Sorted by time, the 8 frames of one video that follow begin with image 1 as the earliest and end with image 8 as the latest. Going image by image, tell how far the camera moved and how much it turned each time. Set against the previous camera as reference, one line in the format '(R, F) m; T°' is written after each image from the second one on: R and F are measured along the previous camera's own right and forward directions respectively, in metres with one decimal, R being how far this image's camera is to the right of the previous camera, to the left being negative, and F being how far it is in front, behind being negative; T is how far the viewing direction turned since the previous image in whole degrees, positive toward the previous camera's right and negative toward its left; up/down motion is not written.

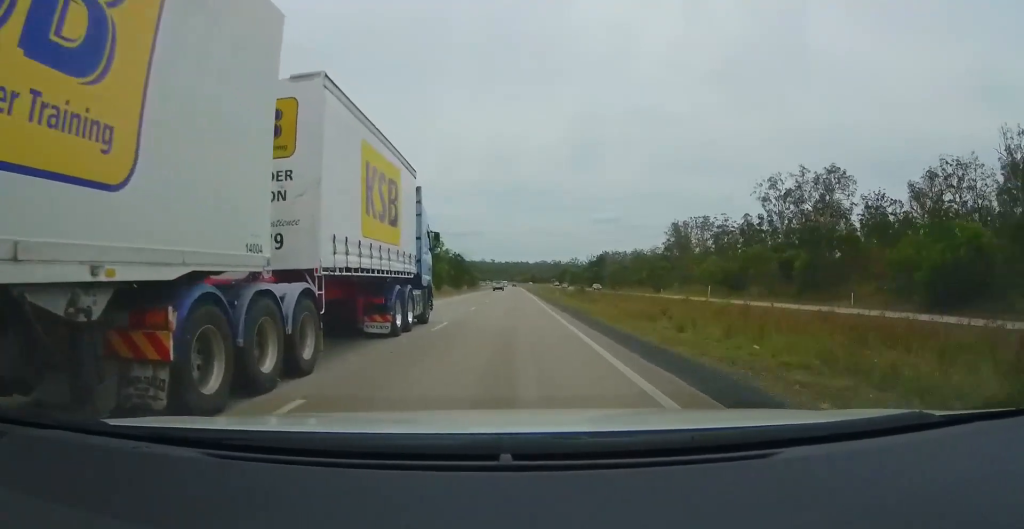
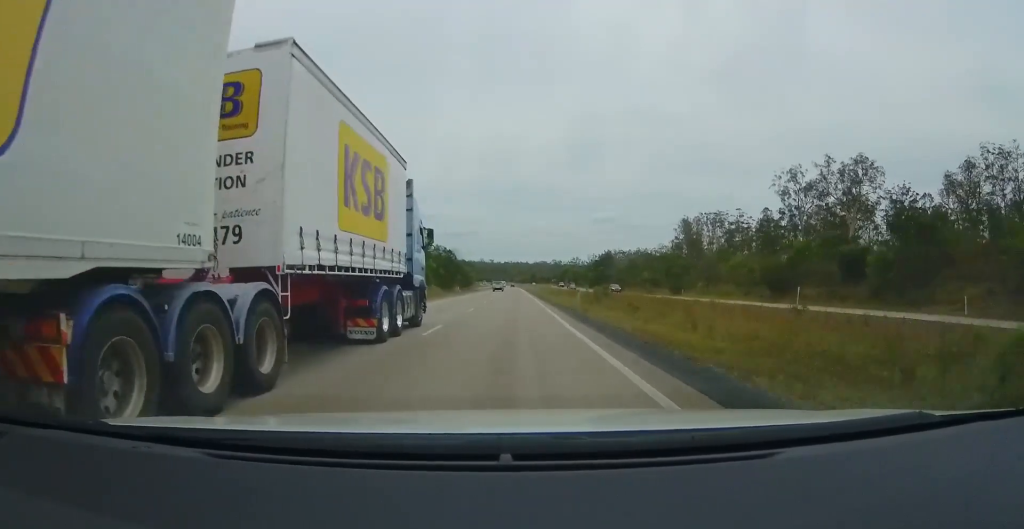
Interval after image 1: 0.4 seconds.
(-0.2, +13.3) m; 0°
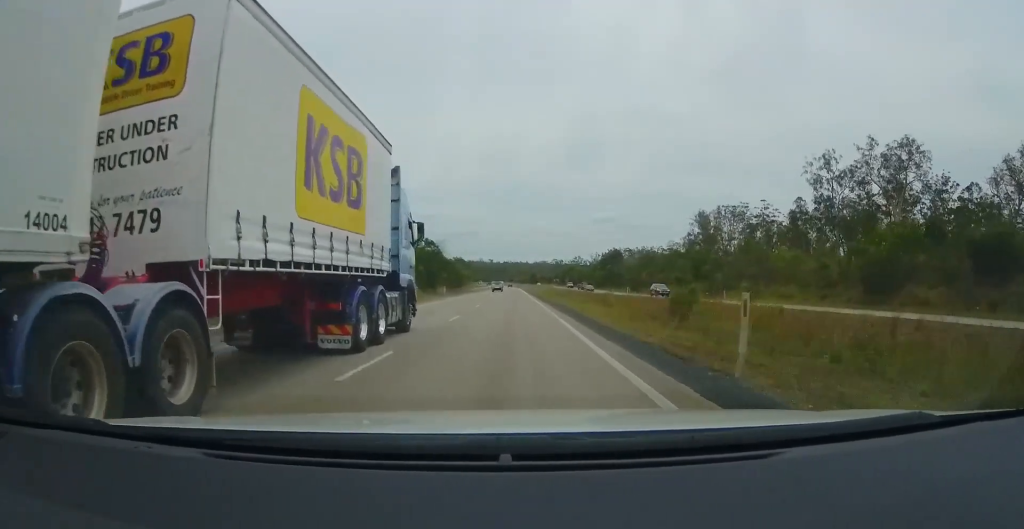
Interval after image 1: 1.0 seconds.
(+0.2, +18.2) m; 0°
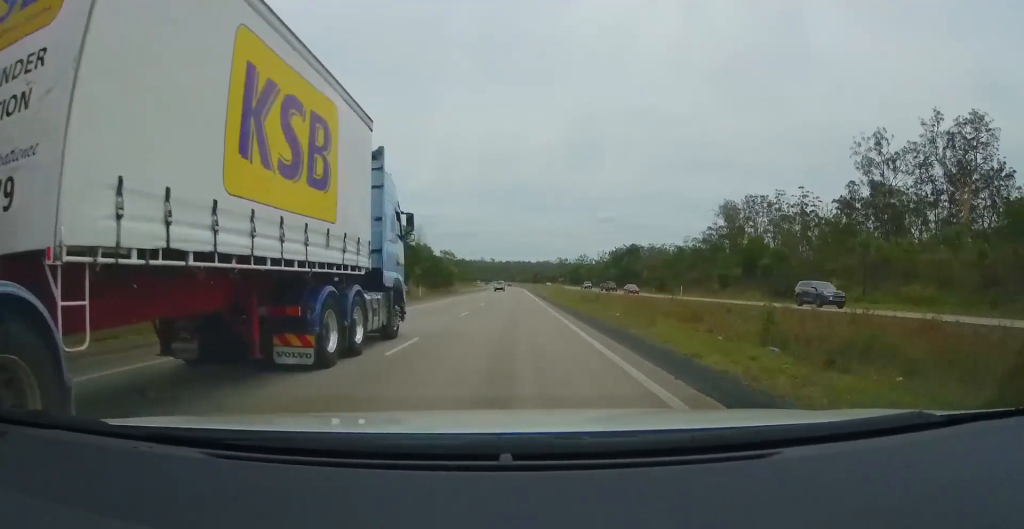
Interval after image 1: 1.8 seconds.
(+0.1, +21.9) m; 0°
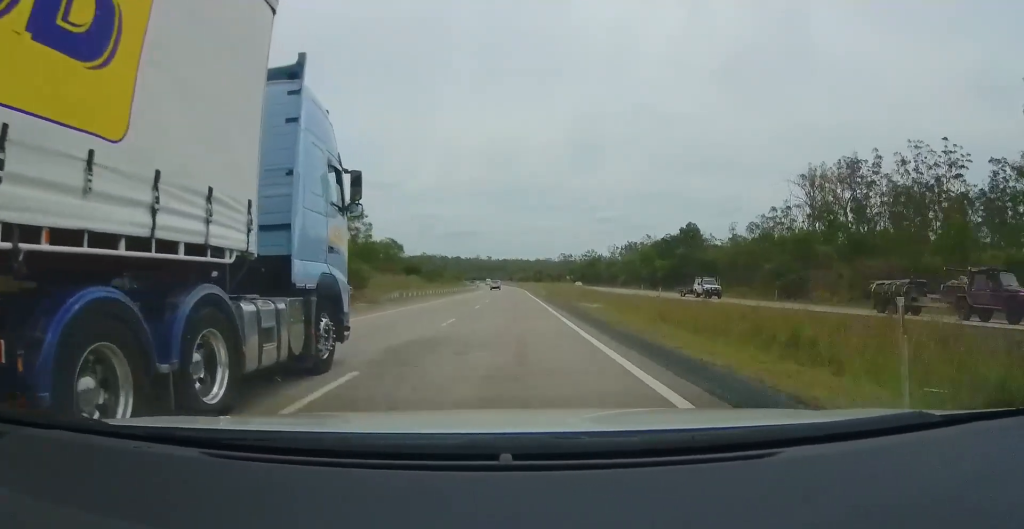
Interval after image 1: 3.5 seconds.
(-0.7, +52.3) m; -1°
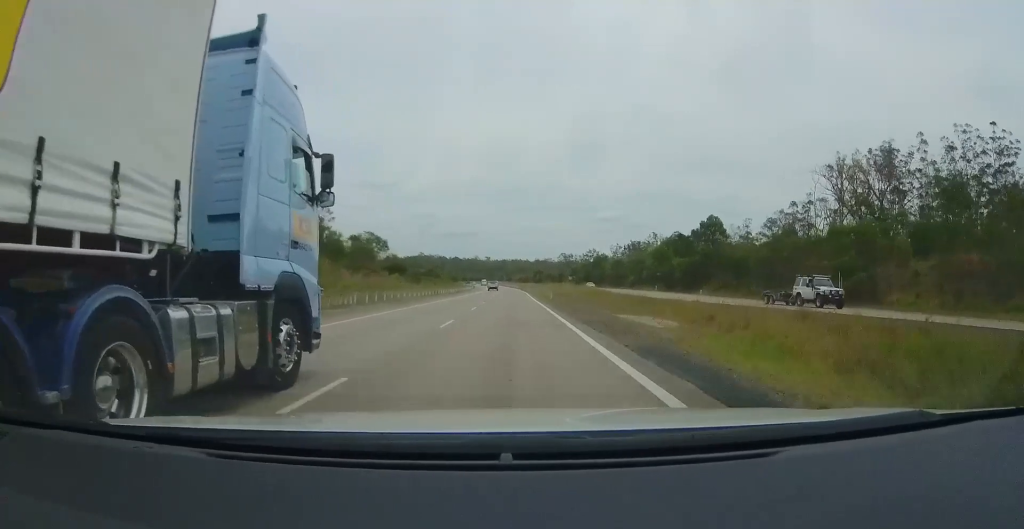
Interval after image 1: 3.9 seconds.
(0.0, +12.2) m; 0°
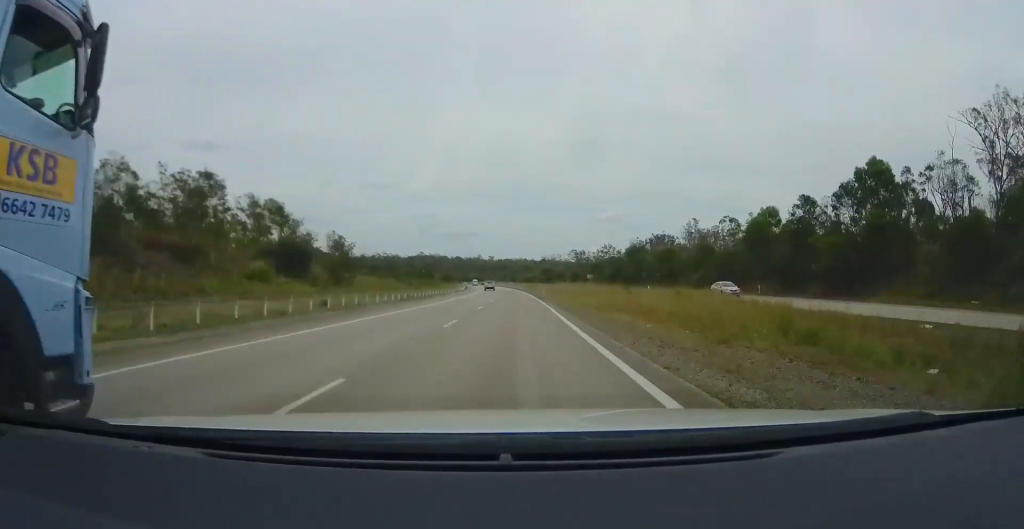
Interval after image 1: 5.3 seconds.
(+0.5, +43.8) m; +1°
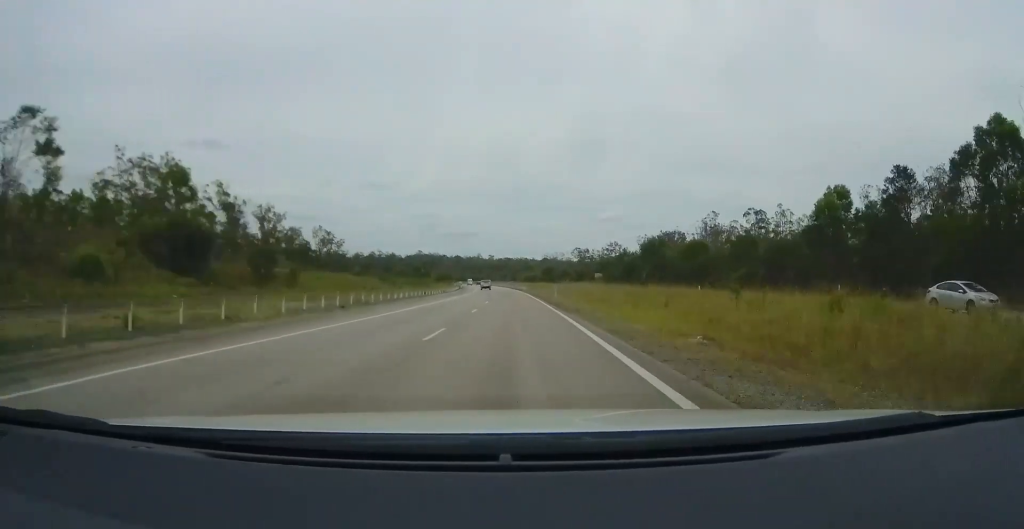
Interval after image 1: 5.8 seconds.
(-0.1, +15.8) m; 0°
